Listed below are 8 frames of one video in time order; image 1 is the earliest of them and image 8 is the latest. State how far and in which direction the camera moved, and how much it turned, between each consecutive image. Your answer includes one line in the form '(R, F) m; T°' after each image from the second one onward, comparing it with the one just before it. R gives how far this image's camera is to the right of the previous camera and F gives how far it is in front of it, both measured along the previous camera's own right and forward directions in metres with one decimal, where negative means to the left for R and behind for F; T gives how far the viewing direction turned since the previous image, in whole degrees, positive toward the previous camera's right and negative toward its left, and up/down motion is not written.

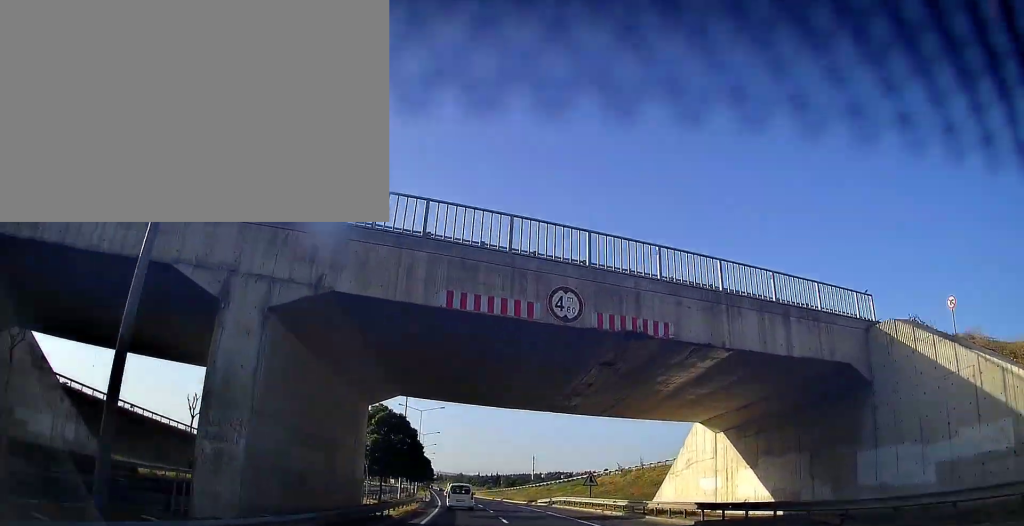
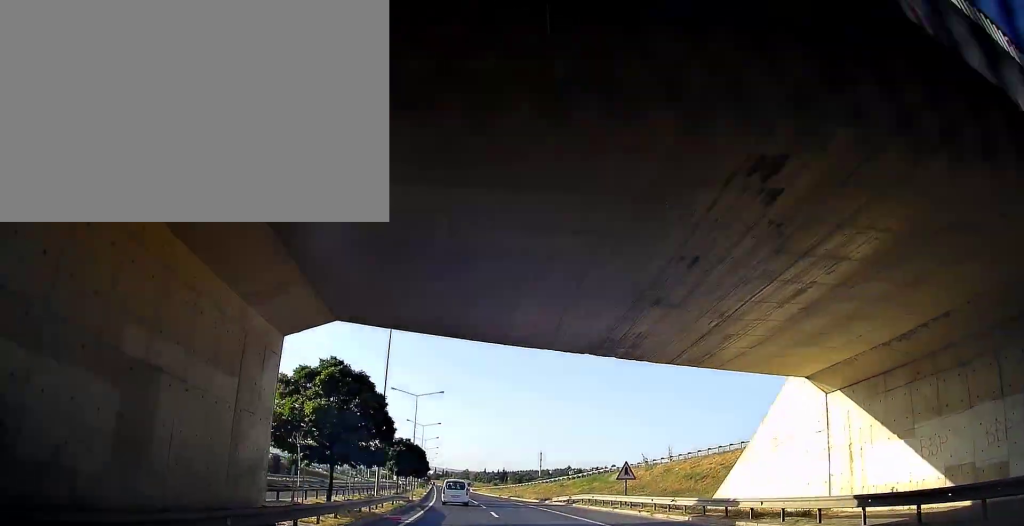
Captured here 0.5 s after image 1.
(-0.1, +12.1) m; -1°
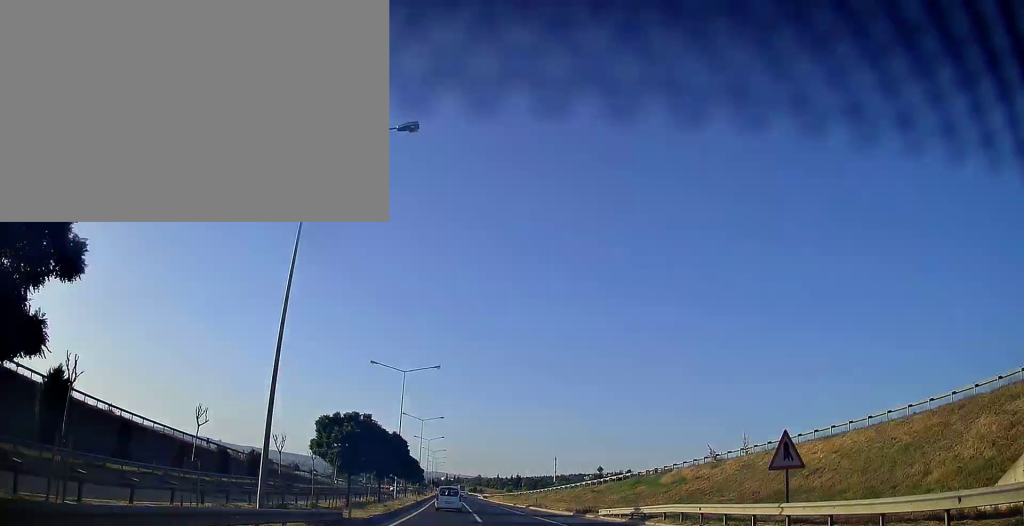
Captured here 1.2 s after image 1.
(-0.2, +19.6) m; -1°
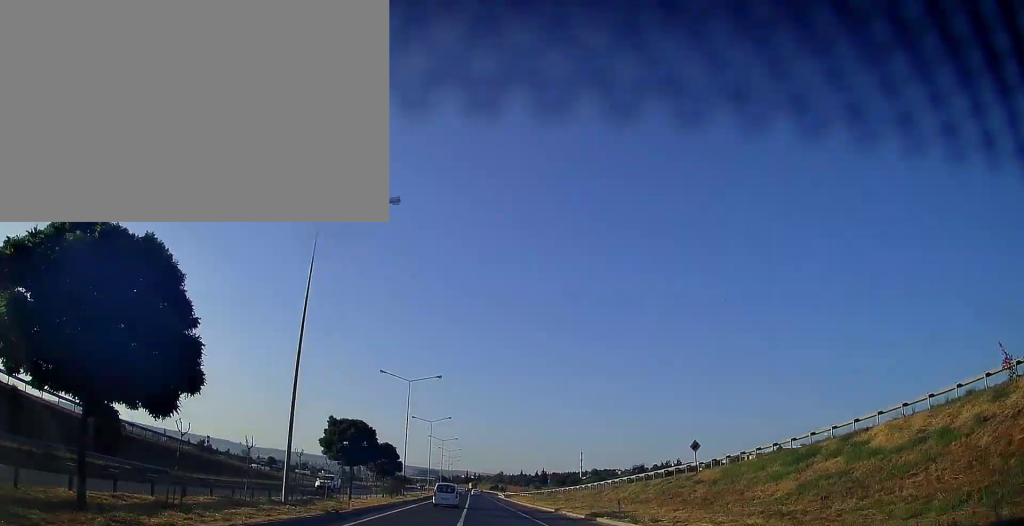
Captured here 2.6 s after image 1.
(-0.6, +33.3) m; -3°
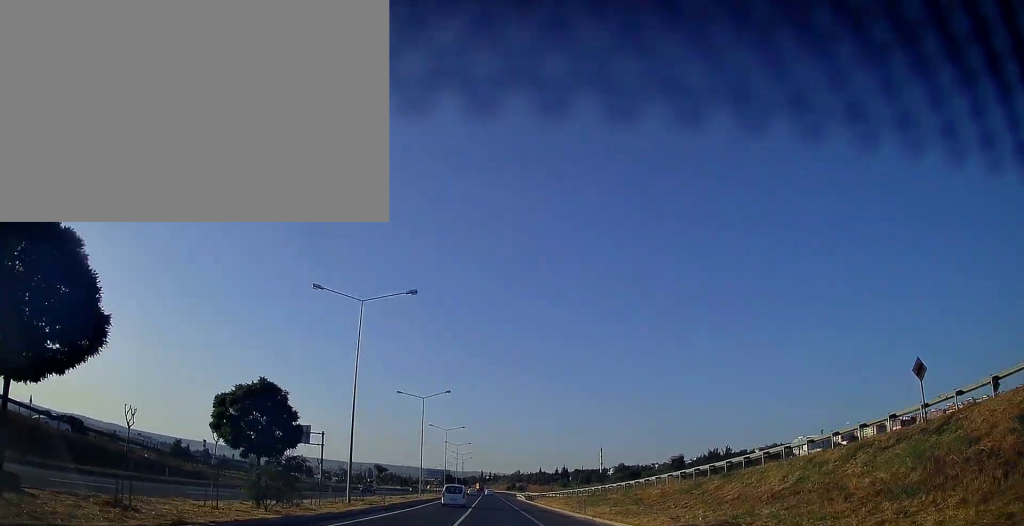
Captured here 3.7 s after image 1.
(-0.6, +28.1) m; -1°
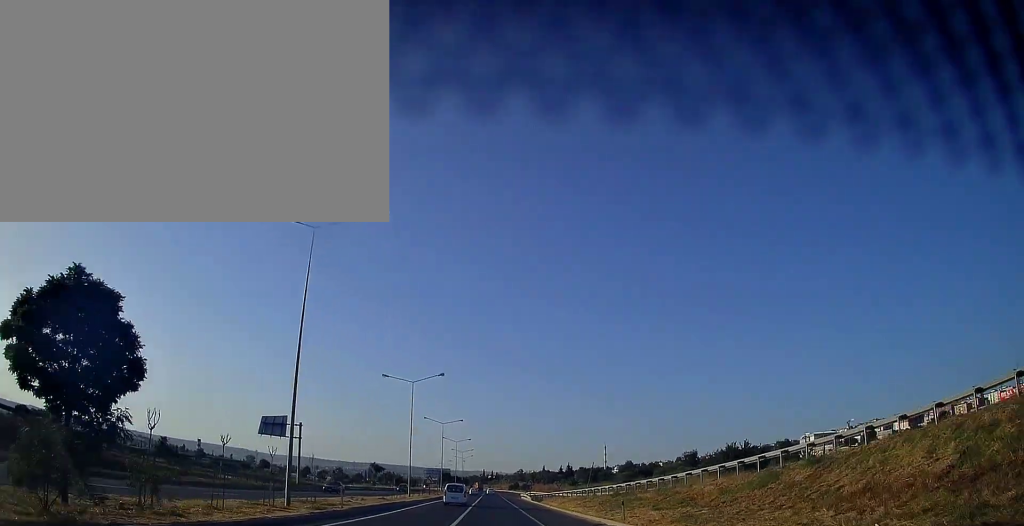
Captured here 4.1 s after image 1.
(0.0, +10.6) m; 0°
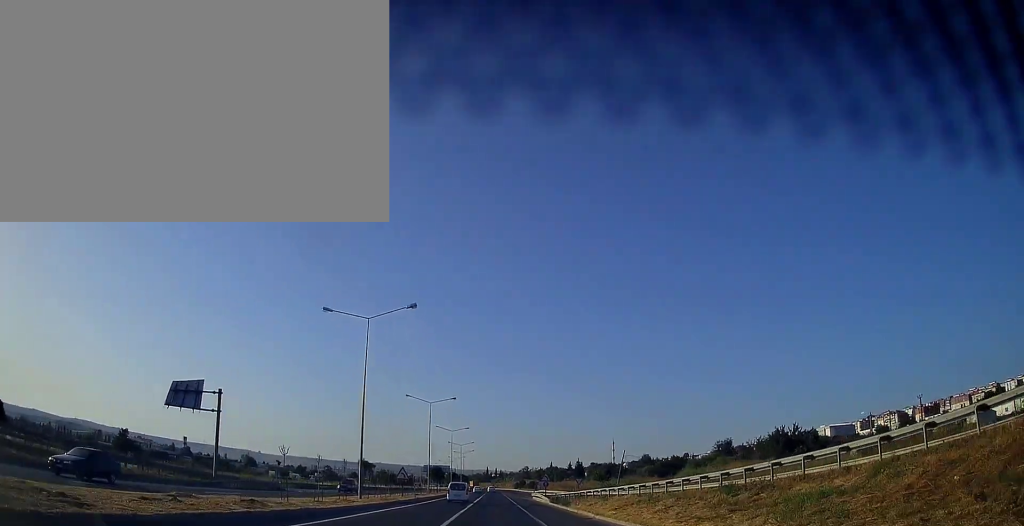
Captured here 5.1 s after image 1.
(0.0, +23.2) m; 0°
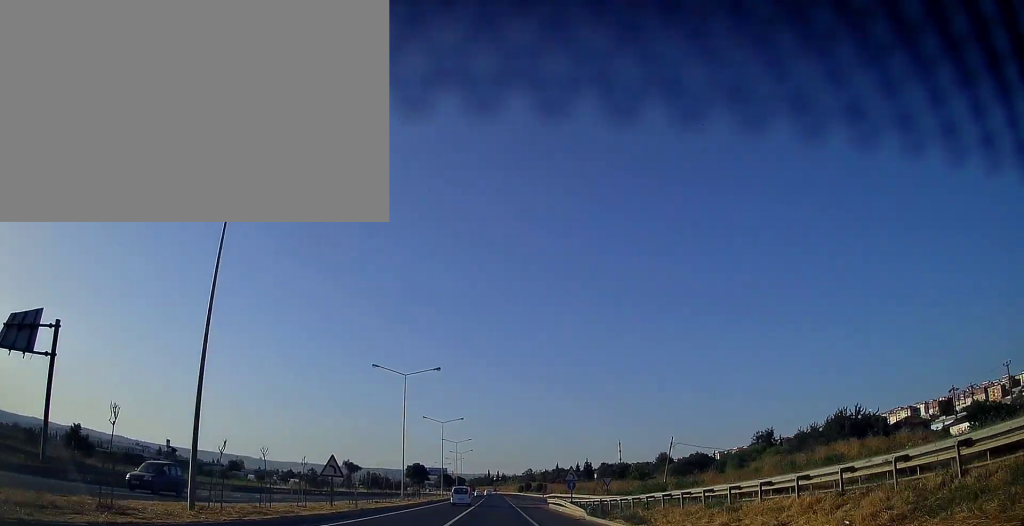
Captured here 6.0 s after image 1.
(-0.1, +22.2) m; -1°
